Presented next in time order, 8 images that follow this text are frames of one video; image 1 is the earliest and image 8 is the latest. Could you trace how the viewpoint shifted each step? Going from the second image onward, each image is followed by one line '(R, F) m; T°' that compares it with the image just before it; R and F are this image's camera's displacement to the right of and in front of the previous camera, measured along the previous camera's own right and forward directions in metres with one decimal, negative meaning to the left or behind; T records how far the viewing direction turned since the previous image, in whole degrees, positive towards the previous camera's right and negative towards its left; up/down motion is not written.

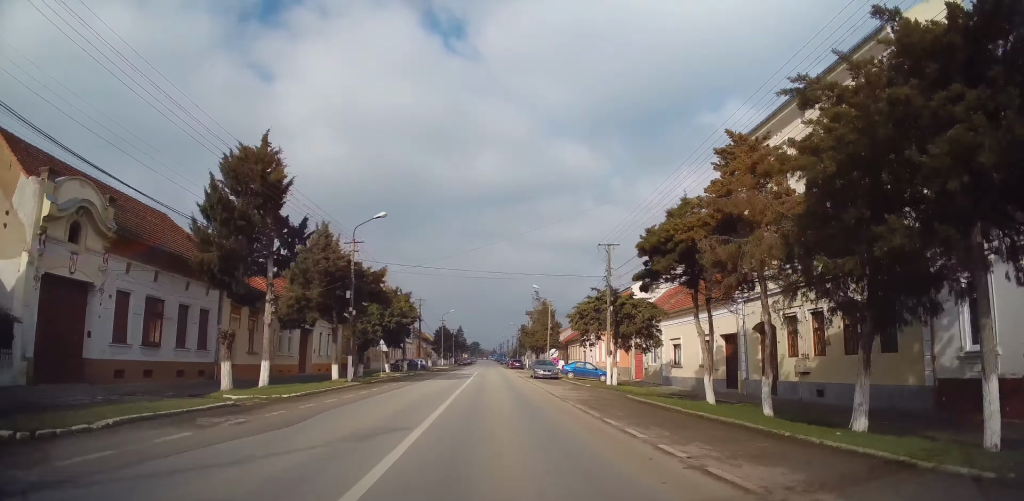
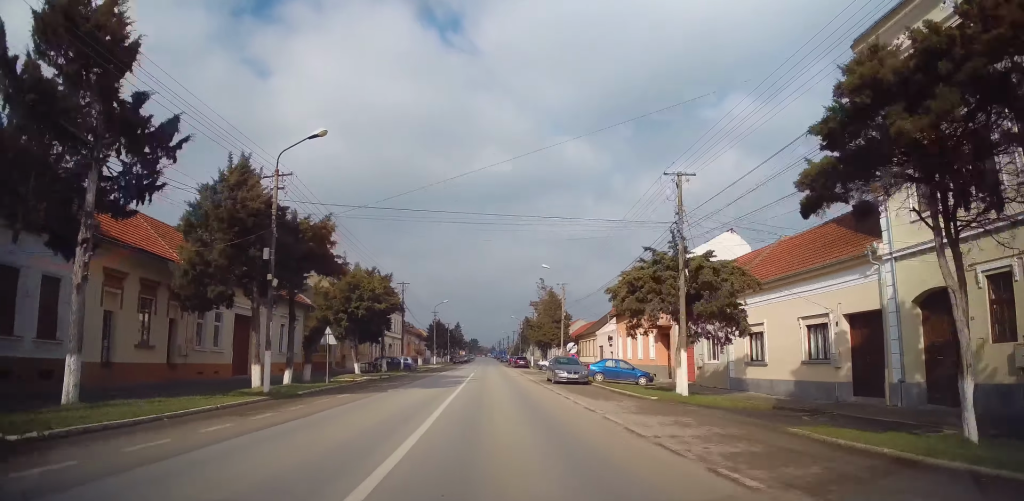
(+0.1, +11.6) m; +1°
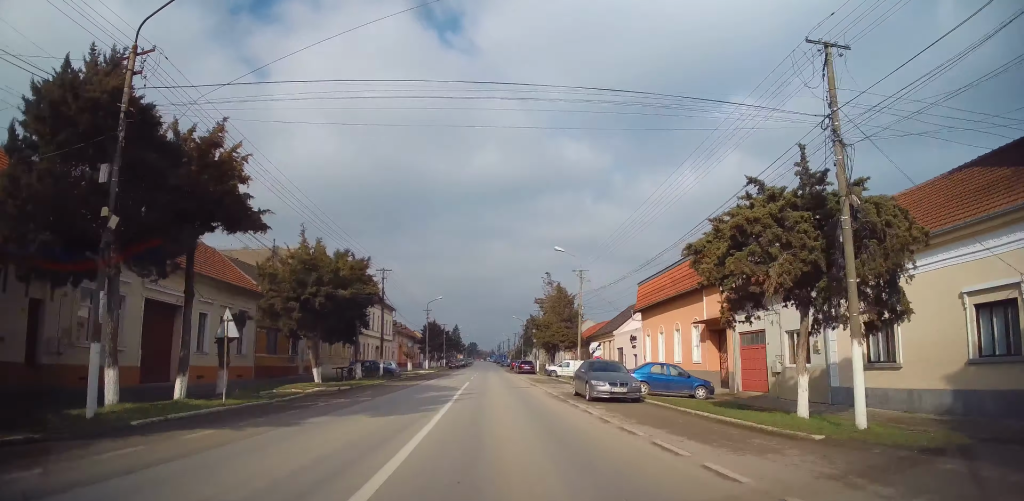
(0.0, +9.3) m; +1°
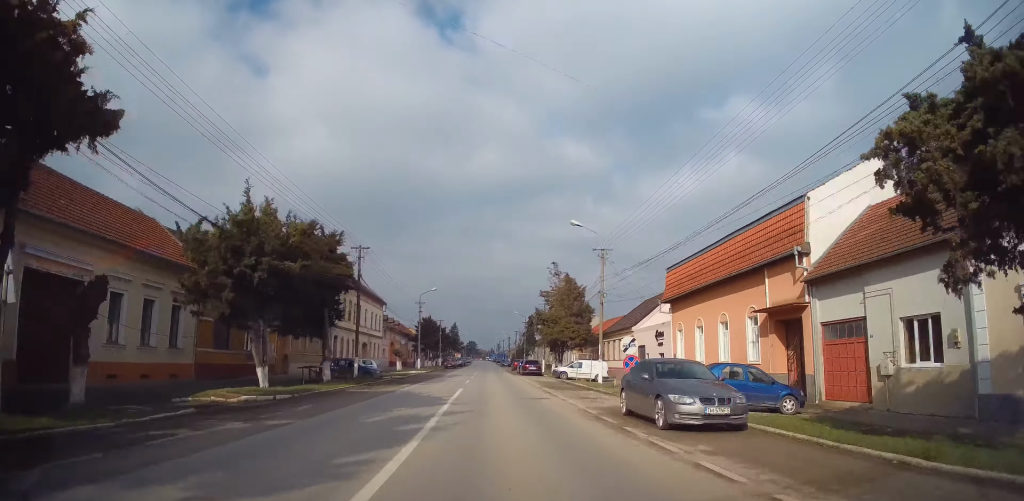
(-0.1, +7.4) m; +1°
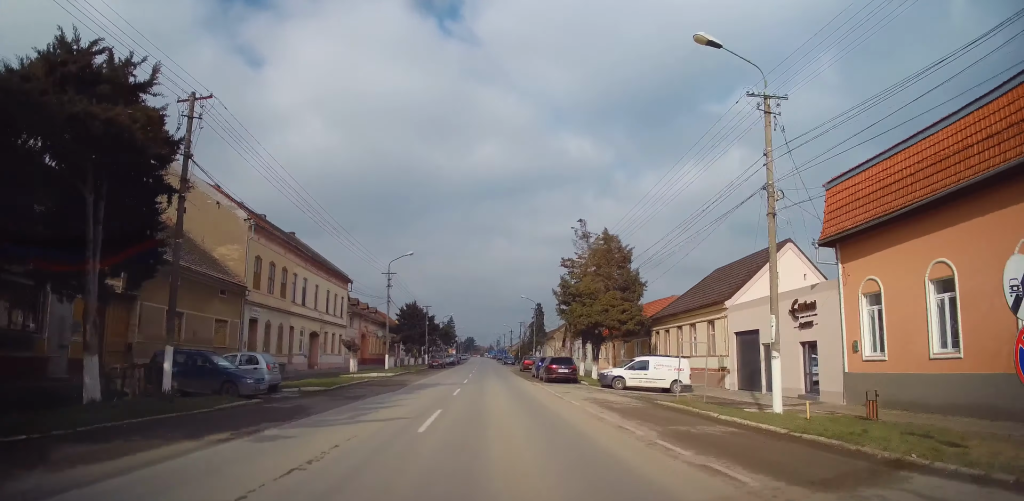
(+0.4, +19.1) m; 0°
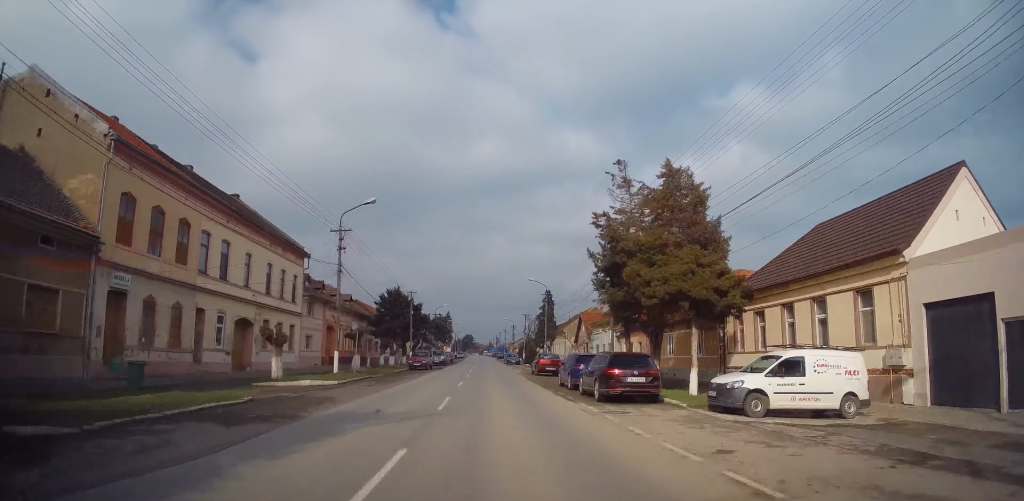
(-0.3, +14.3) m; -2°
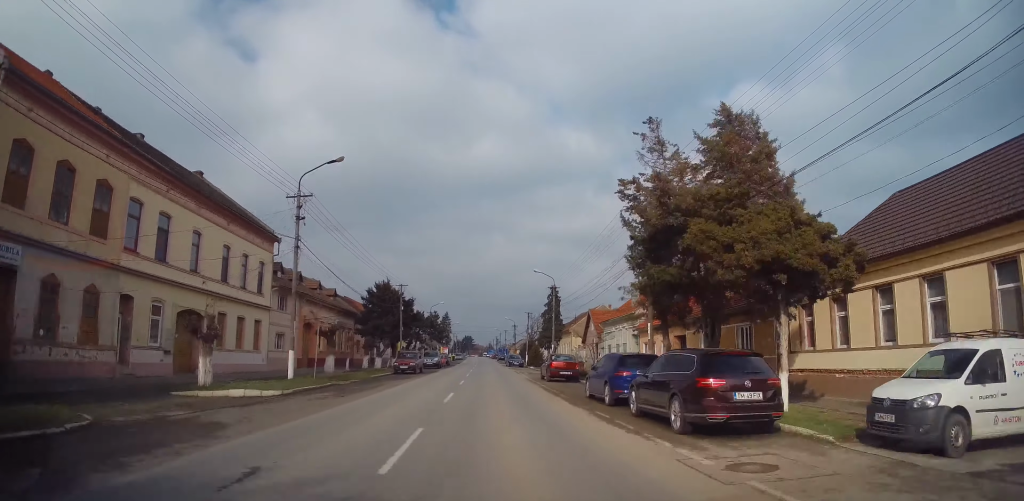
(-0.1, +6.7) m; 0°
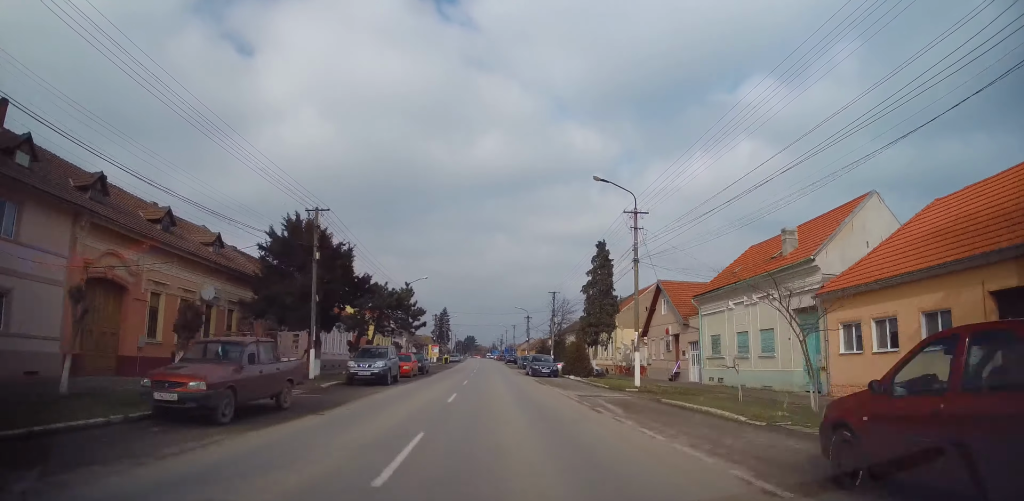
(+0.4, +27.2) m; +1°
